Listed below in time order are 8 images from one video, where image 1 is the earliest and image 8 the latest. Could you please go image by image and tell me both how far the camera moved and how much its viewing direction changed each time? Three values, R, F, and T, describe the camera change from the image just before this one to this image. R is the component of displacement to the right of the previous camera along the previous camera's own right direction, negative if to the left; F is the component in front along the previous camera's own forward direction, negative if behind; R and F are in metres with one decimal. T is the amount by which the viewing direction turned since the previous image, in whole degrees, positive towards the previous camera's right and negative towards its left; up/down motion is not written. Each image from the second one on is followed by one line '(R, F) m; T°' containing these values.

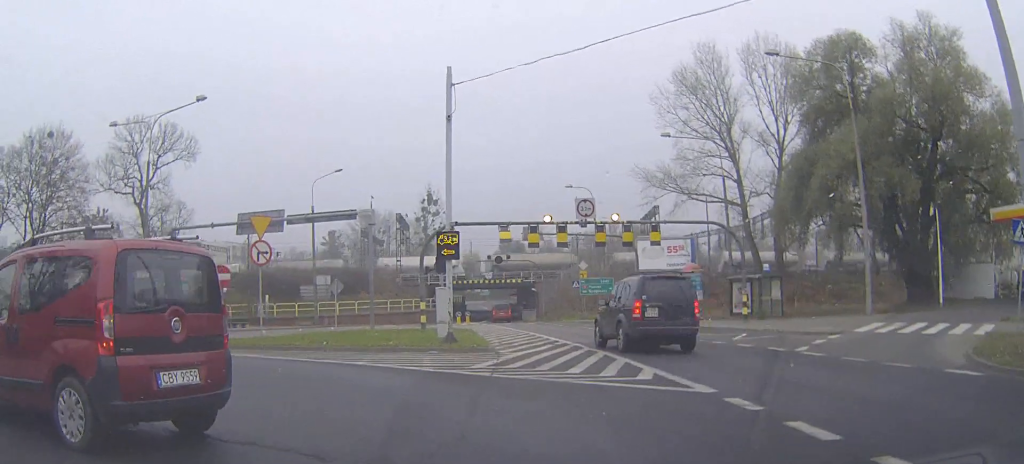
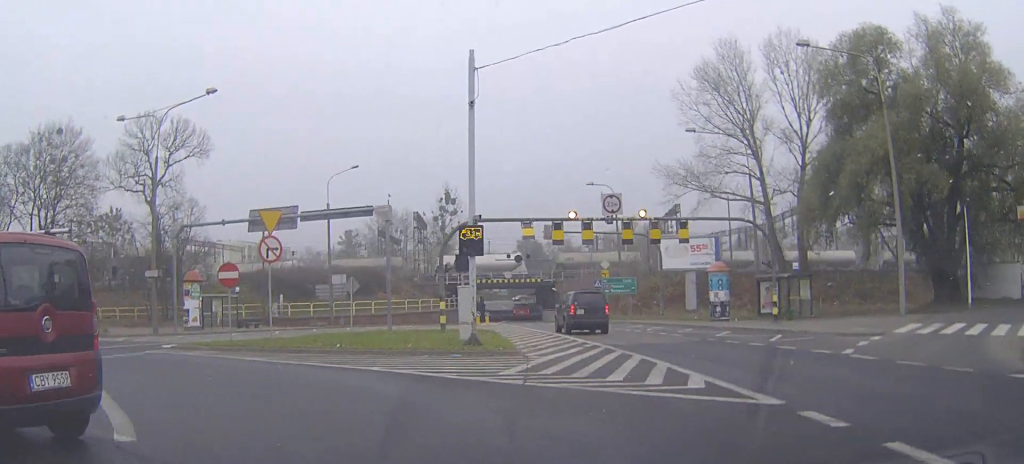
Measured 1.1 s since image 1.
(0.0, +1.7) m; -2°
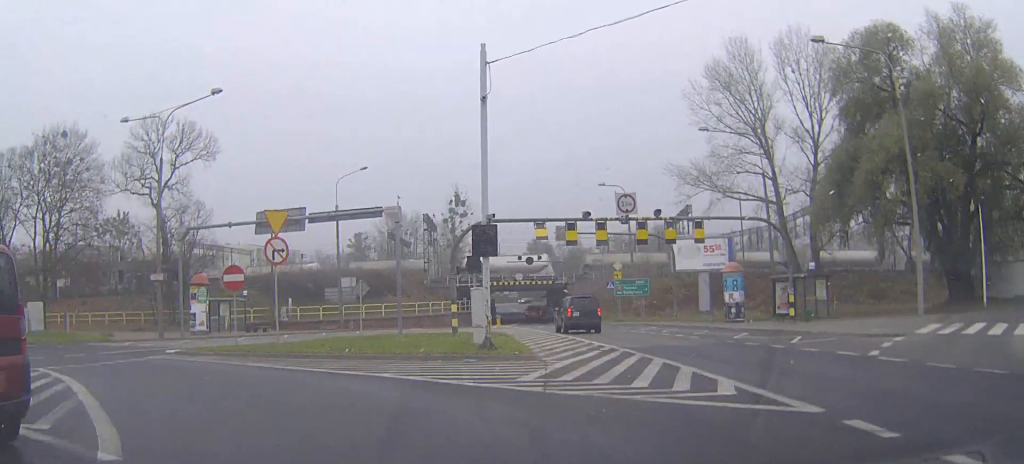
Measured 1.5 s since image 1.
(0.0, +0.7) m; -2°
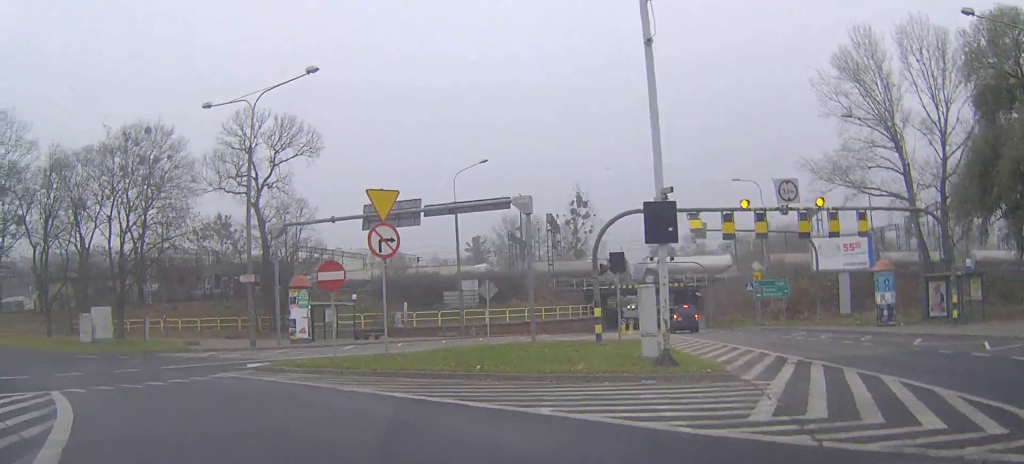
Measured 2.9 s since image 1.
(-0.3, +3.7) m; -10°
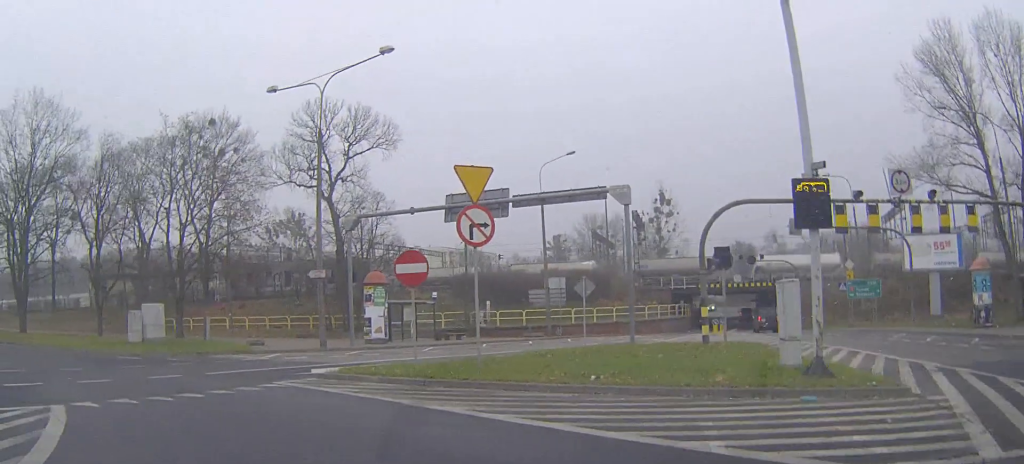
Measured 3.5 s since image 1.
(-0.1, +2.3) m; -6°
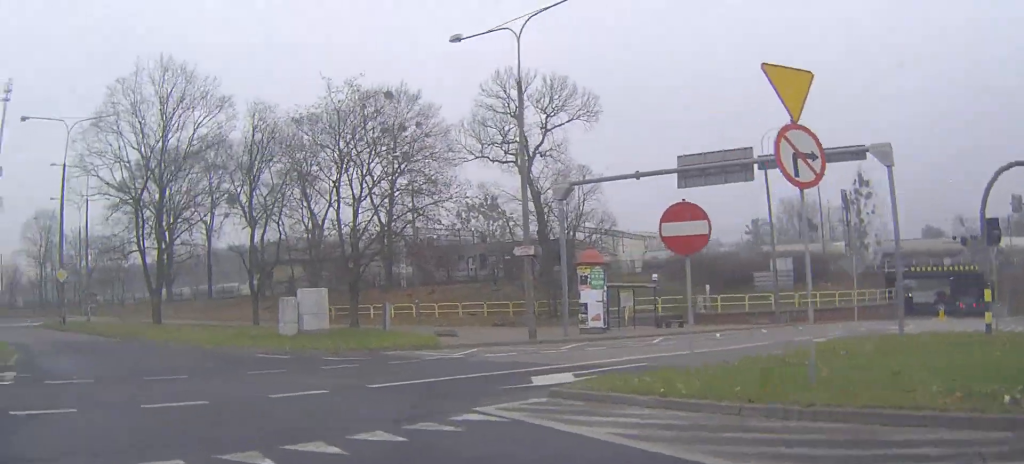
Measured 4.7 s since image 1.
(-0.7, +5.5) m; -15°
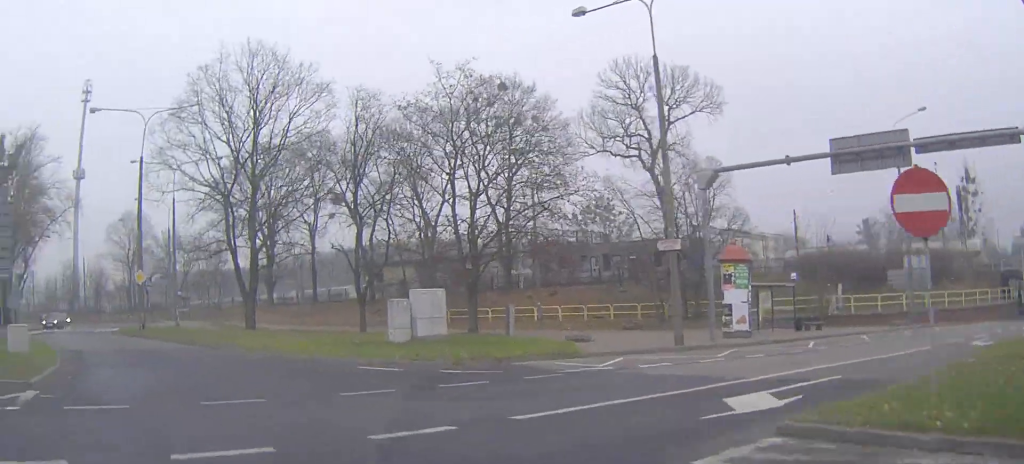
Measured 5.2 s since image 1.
(+0.1, +2.8) m; -7°
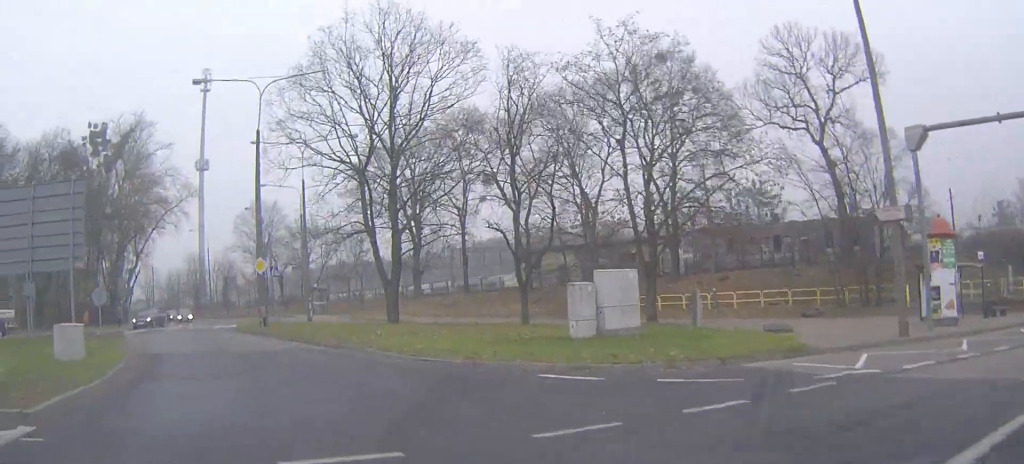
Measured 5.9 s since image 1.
(-0.5, +4.3) m; -10°
